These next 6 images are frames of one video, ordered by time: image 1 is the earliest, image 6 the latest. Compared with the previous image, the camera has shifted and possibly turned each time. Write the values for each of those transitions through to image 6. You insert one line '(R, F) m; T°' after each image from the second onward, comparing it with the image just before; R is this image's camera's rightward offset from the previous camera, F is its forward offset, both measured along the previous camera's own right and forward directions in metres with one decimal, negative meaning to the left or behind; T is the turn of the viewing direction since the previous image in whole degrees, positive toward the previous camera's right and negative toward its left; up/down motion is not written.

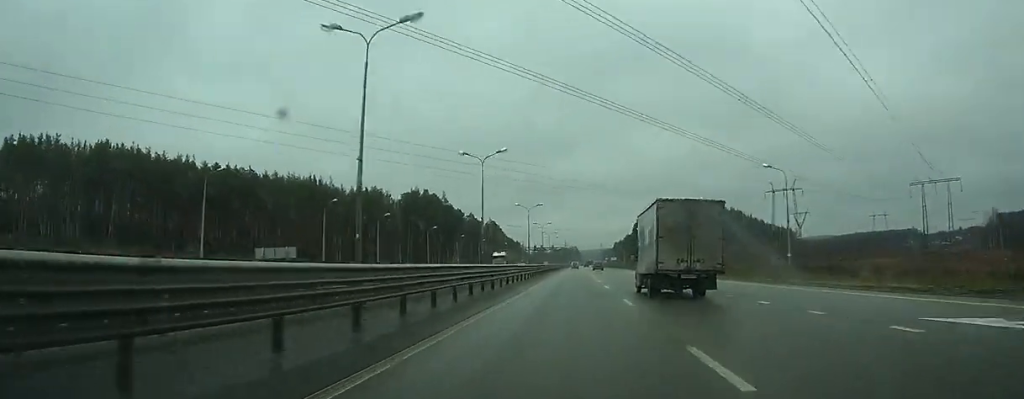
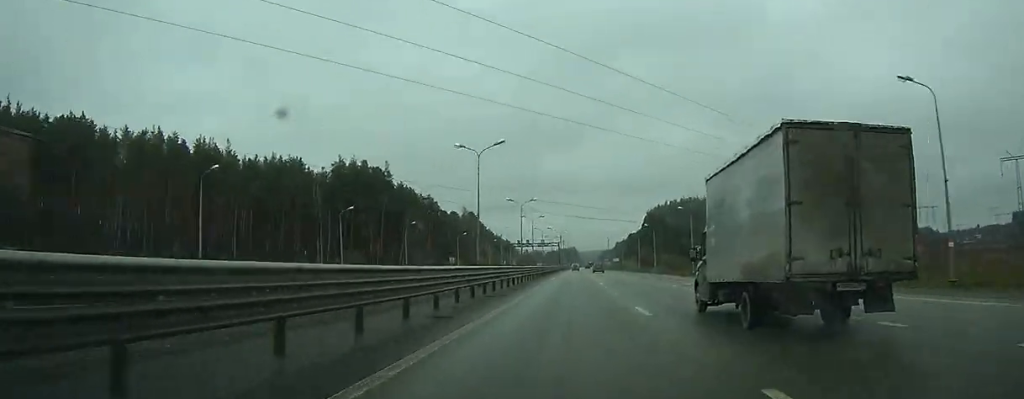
(-0.3, +62.9) m; 0°
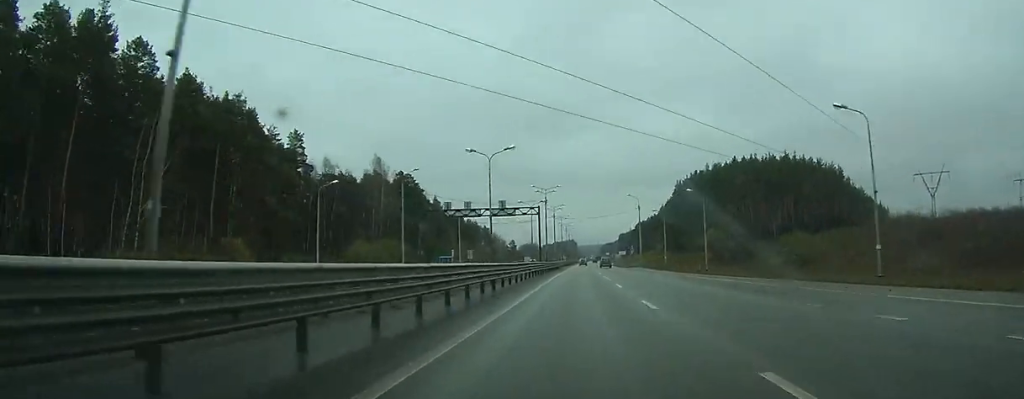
(+0.5, +95.1) m; +1°
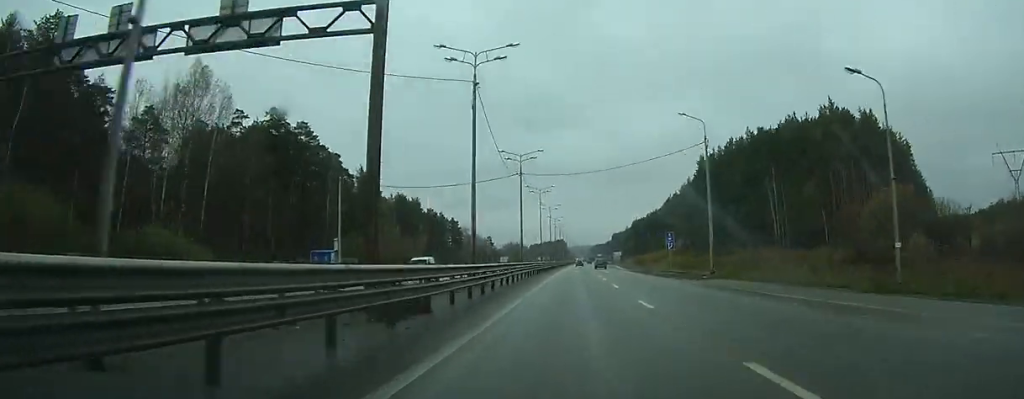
(+0.4, +59.1) m; +1°
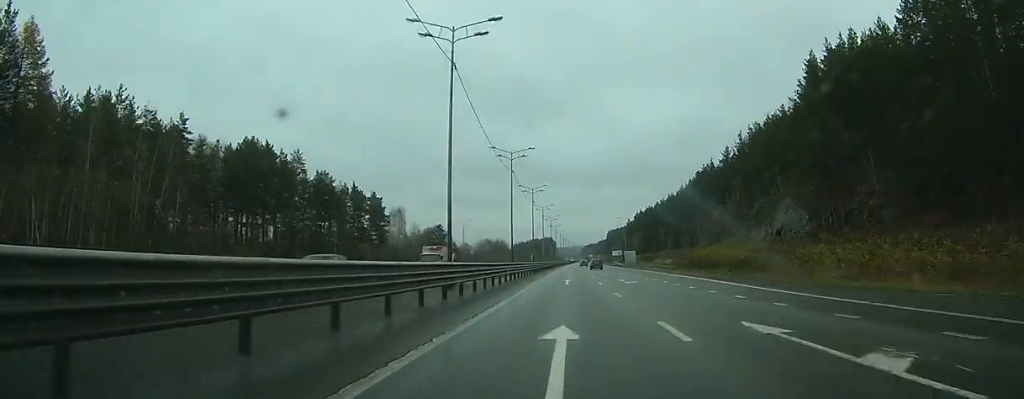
(+0.5, +91.2) m; +1°
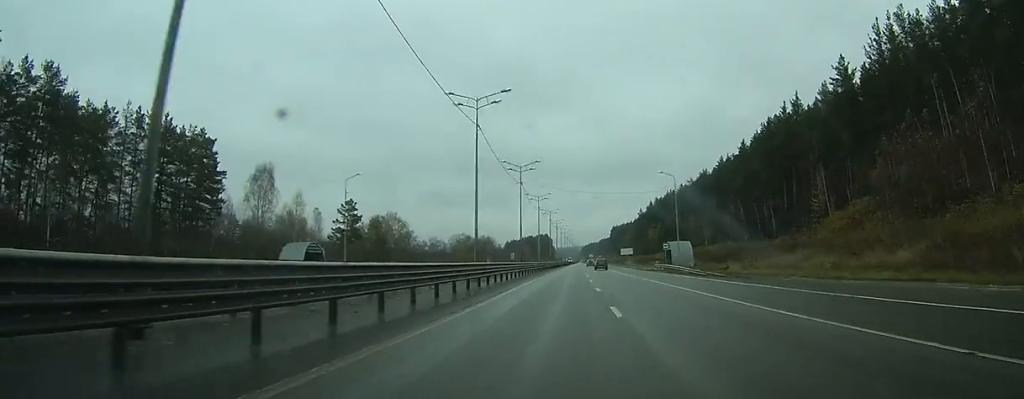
(-0.1, +78.9) m; 0°
